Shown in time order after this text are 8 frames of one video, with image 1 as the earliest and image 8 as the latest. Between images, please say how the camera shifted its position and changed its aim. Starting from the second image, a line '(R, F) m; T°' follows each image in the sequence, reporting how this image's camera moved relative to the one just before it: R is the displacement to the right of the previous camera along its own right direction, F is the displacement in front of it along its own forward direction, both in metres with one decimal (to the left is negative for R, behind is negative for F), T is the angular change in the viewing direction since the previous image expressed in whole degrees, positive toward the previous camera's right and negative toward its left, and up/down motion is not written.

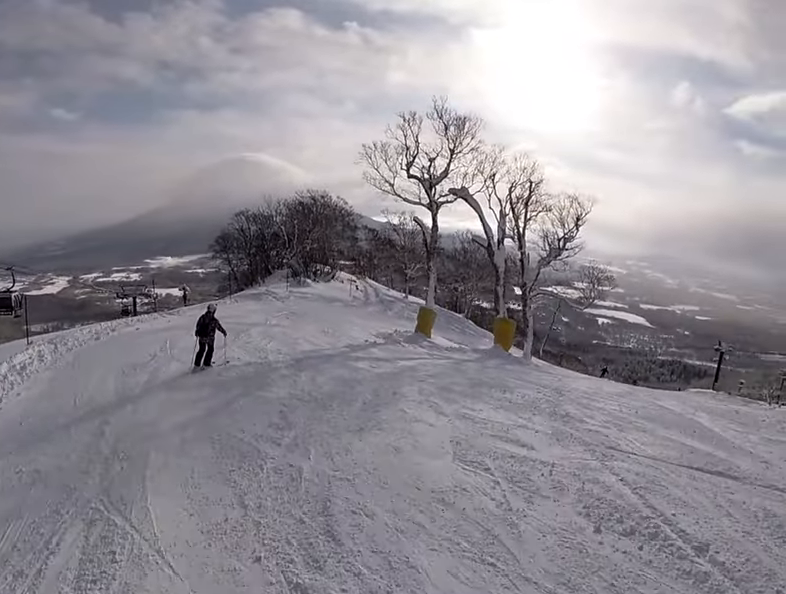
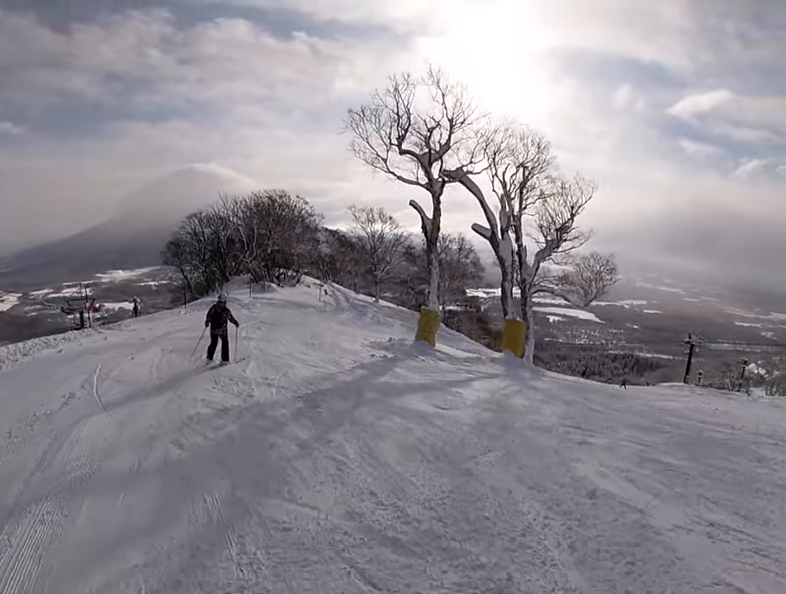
(+0.4, +4.9) m; +5°
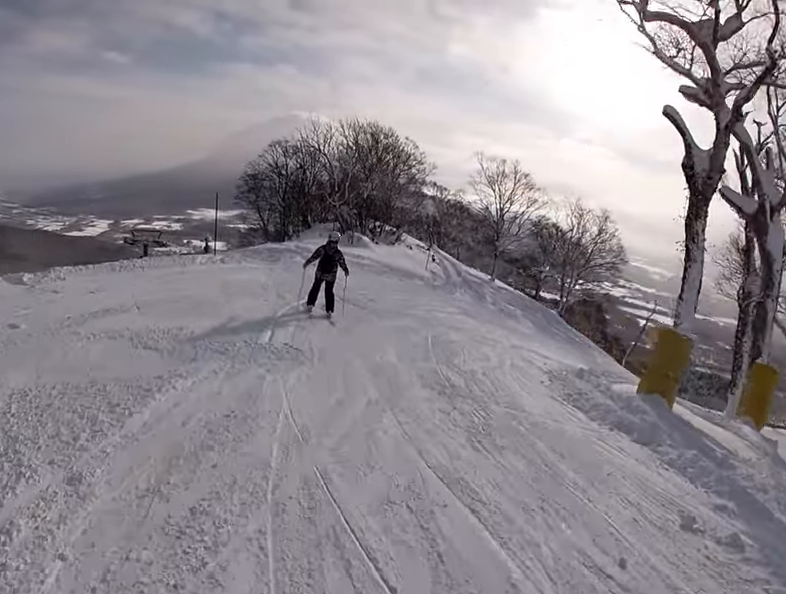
(+0.1, +10.5) m; -1°
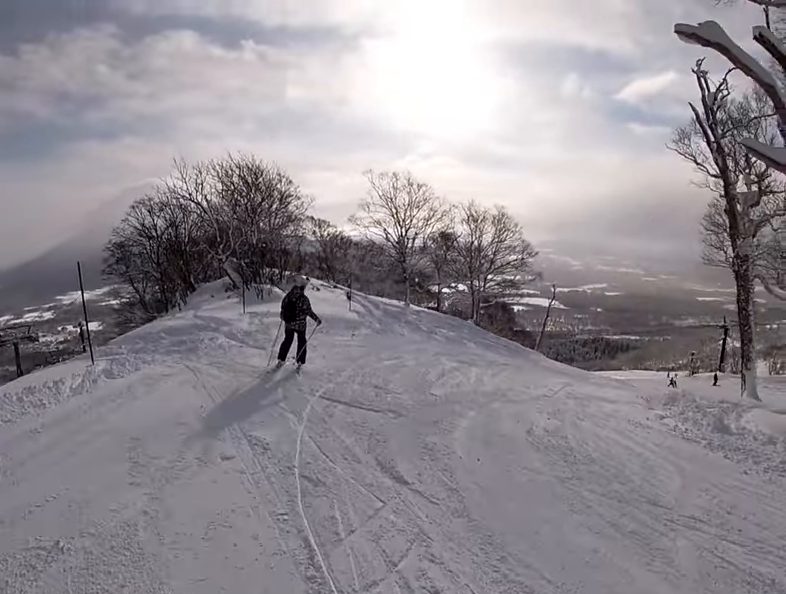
(-0.6, +5.9) m; -8°
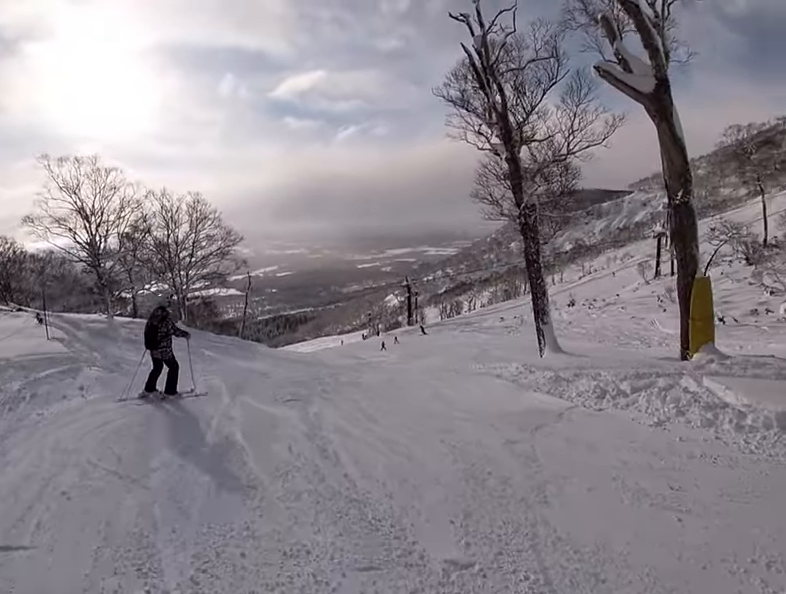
(+0.7, +5.1) m; +40°
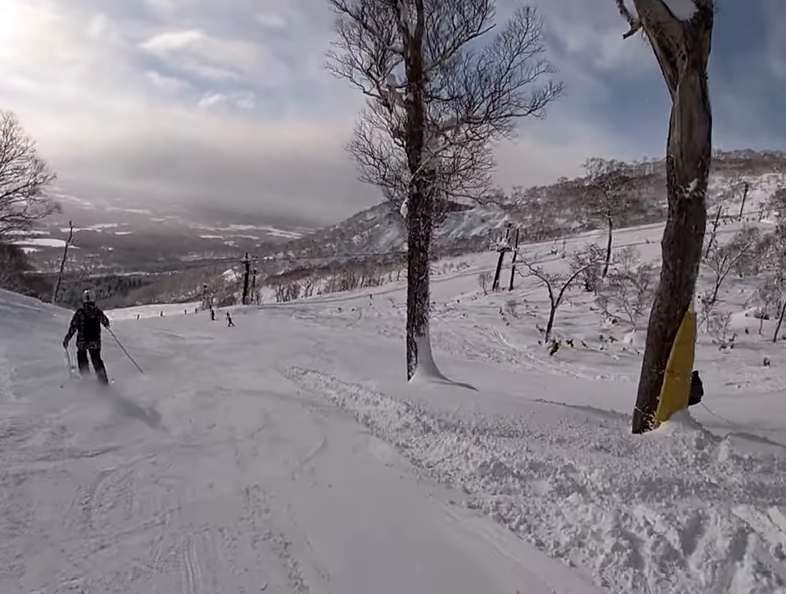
(+2.6, +5.4) m; +30°
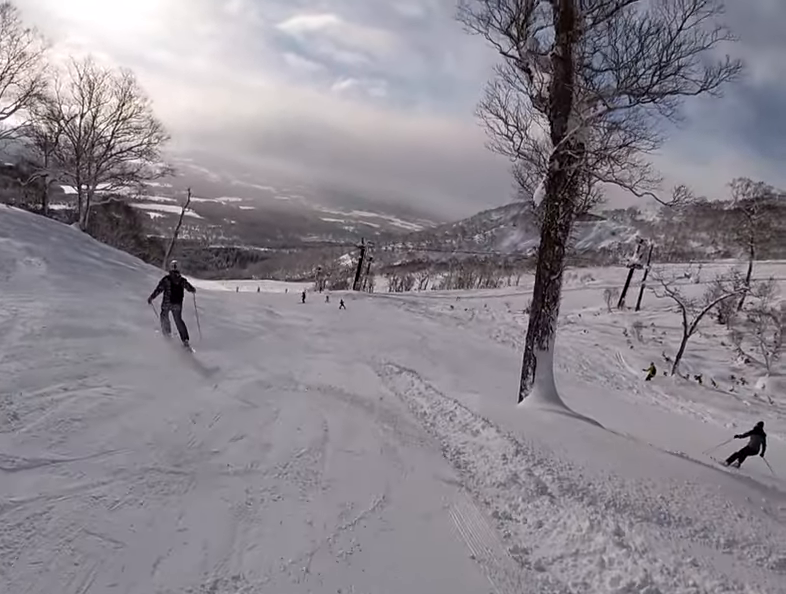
(0.0, +2.1) m; -1°
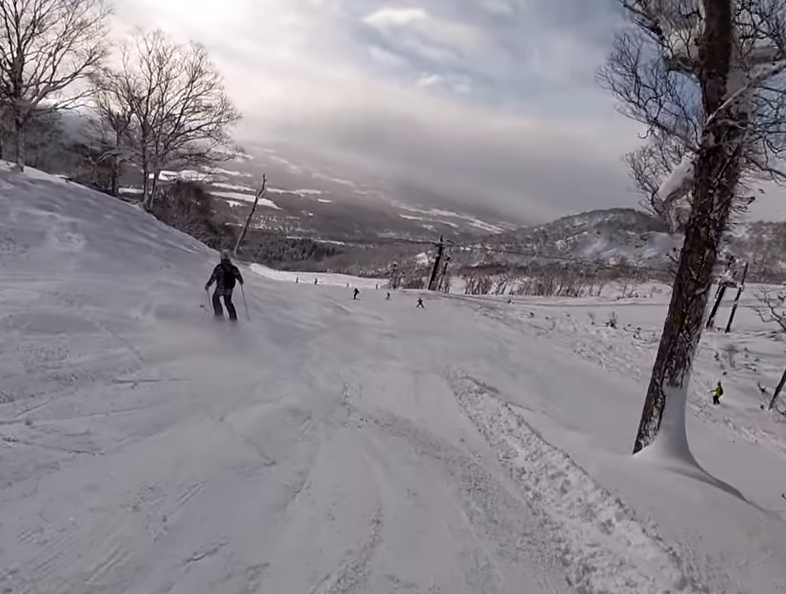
(0.0, +2.2) m; -1°
